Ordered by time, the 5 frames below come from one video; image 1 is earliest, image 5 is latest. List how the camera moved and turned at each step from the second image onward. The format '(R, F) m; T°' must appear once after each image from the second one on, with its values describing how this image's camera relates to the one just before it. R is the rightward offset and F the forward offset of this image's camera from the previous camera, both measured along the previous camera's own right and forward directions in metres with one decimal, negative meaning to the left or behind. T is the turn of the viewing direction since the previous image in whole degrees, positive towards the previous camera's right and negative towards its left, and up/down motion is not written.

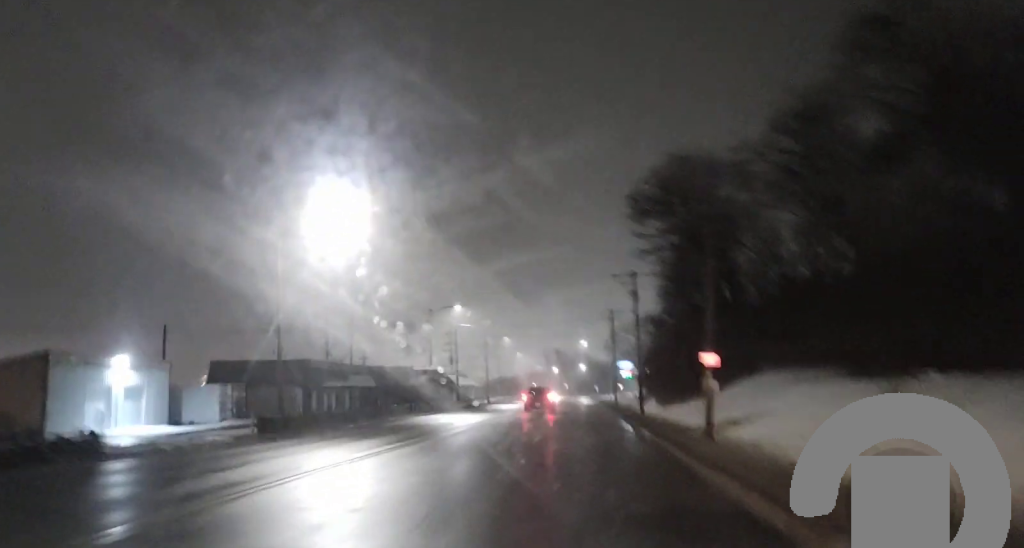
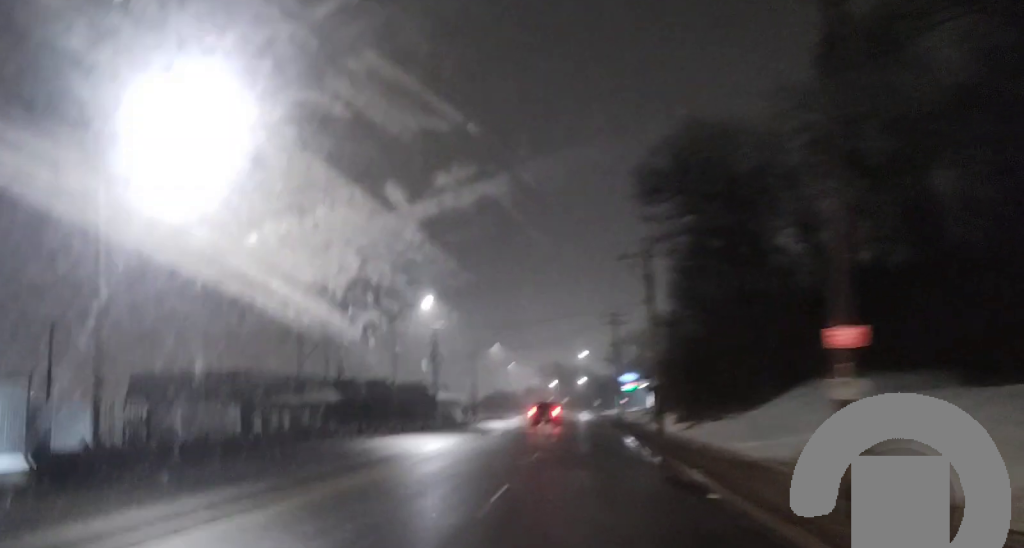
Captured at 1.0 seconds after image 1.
(+0.3, +13.9) m; +1°
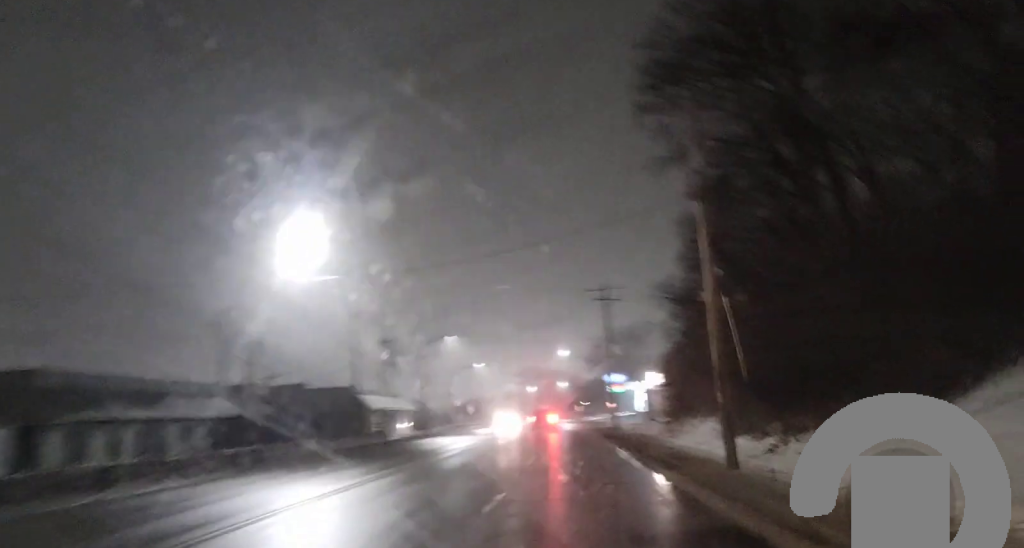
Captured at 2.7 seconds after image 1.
(-0.3, +24.6) m; -3°
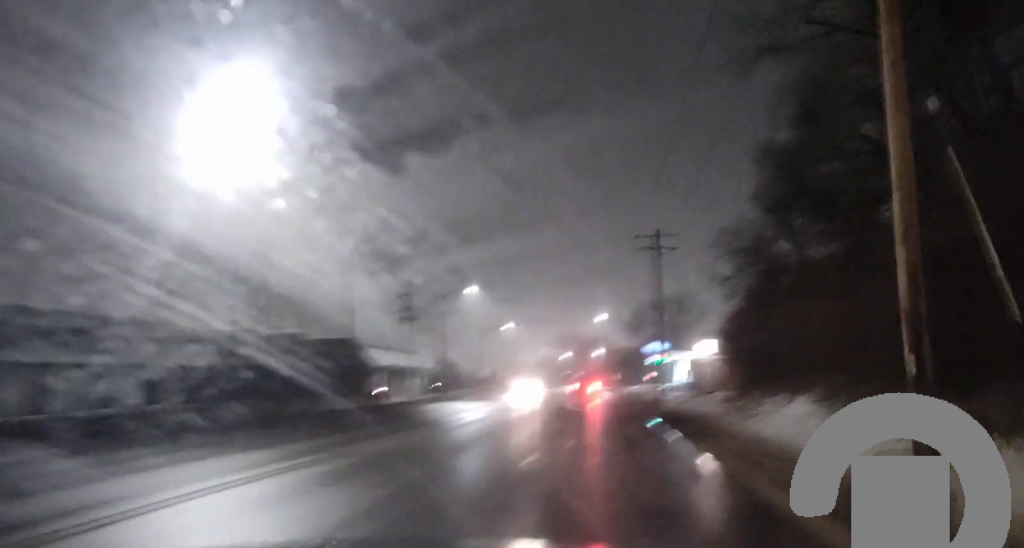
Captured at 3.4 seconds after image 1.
(-0.2, +10.8) m; 0°
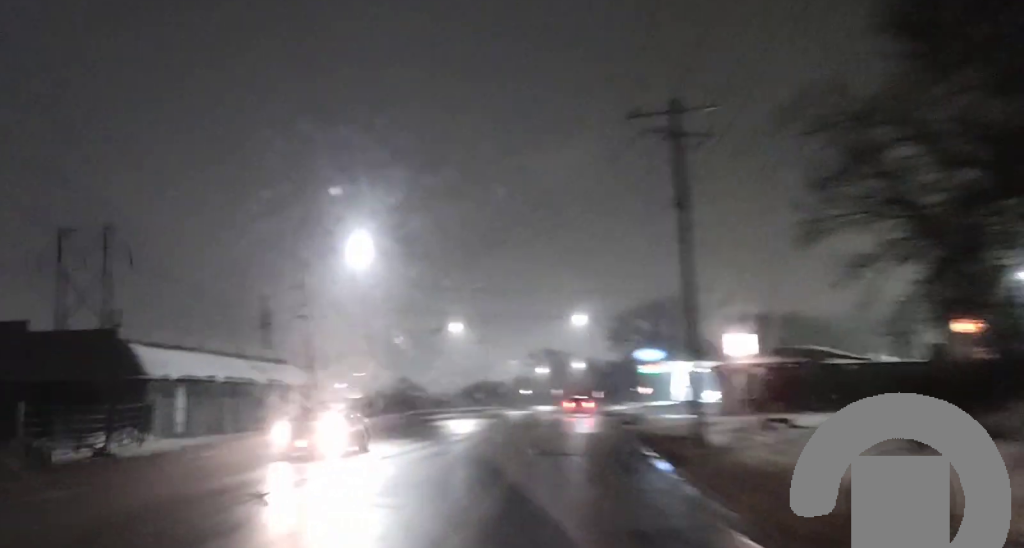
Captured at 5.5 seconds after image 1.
(+0.3, +28.9) m; 0°
